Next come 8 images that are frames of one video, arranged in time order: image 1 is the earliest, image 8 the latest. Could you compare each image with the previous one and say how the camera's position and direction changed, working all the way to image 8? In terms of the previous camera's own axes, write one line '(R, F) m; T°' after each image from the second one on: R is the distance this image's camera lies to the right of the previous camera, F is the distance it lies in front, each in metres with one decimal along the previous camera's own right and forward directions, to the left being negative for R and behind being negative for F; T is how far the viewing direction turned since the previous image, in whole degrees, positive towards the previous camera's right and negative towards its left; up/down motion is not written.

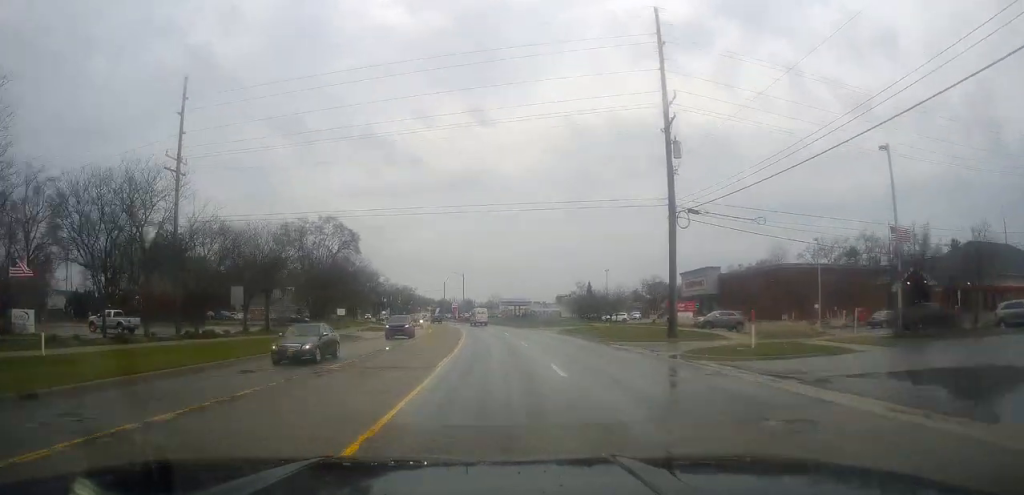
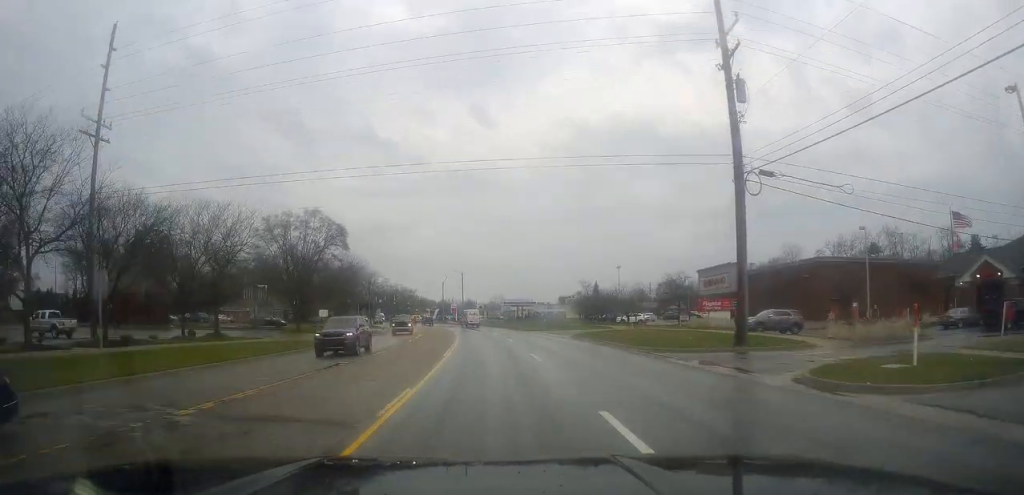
(0.0, +9.7) m; -1°
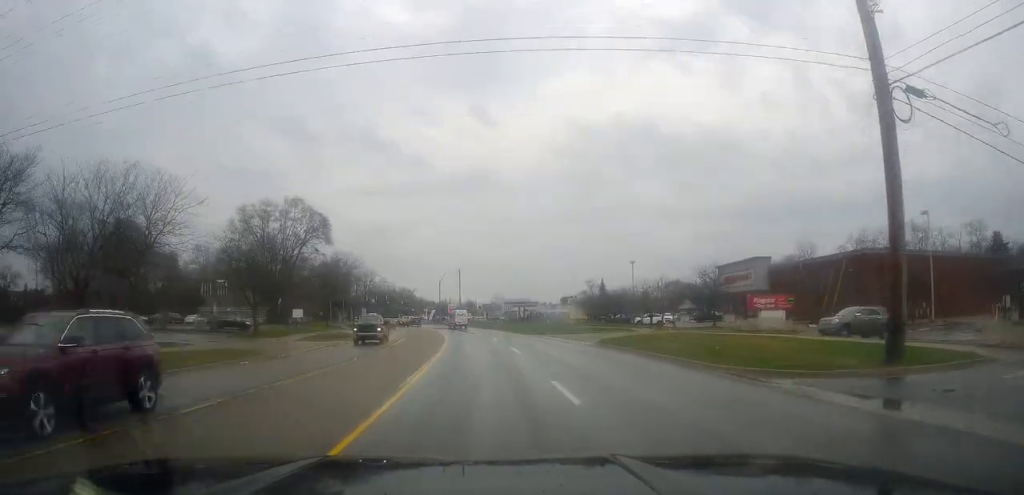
(-0.2, +10.3) m; -1°
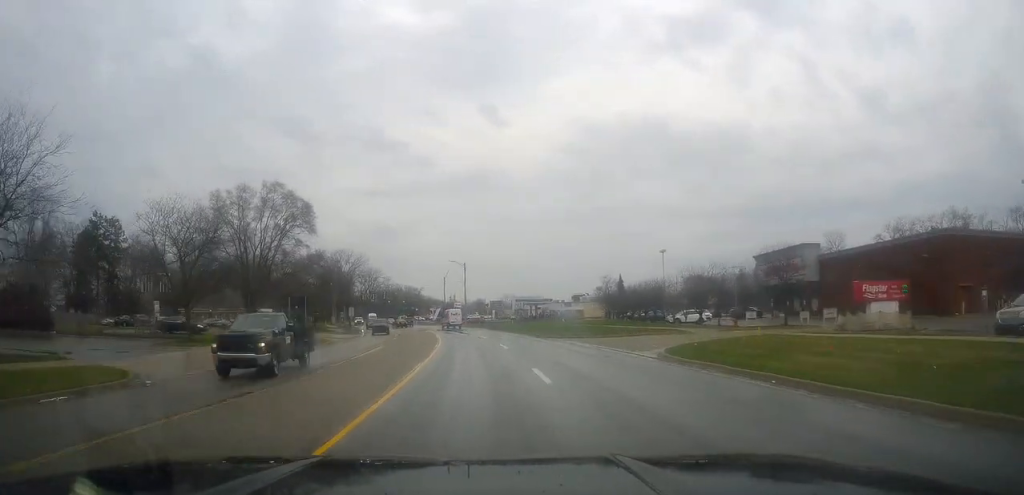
(-0.1, +12.1) m; -2°
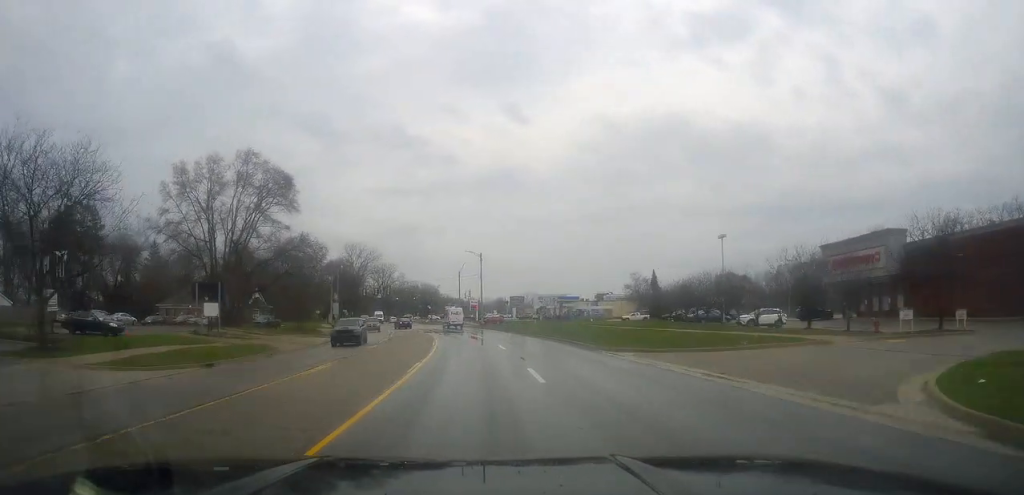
(-0.2, +14.6) m; -2°
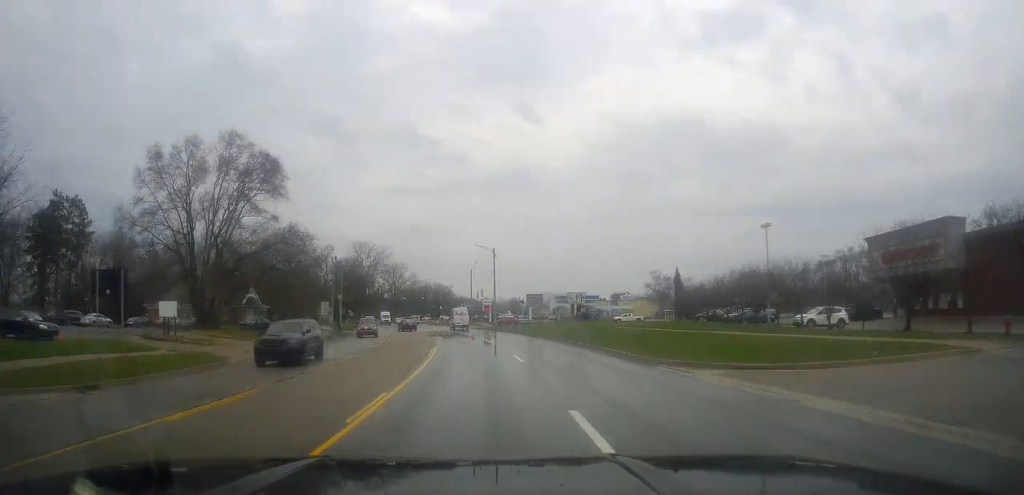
(-0.4, +8.0) m; -1°
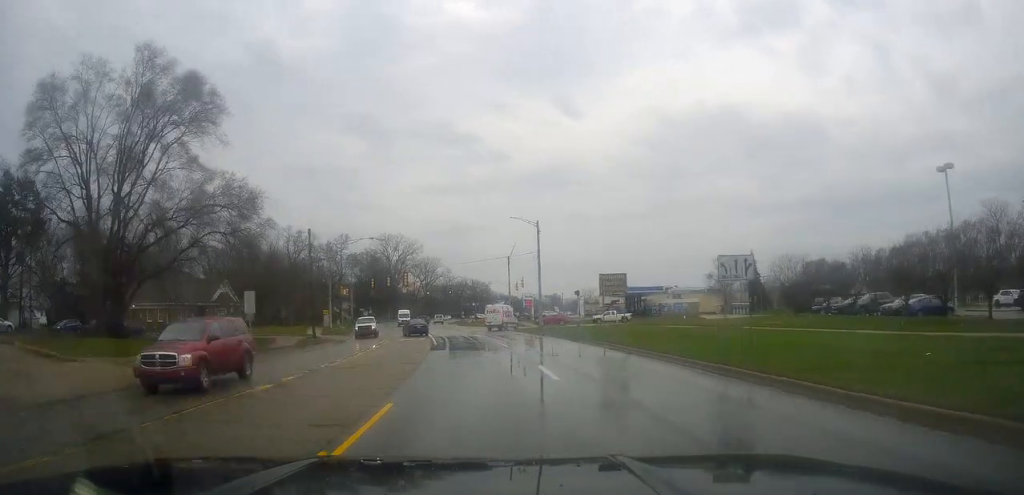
(+0.1, +22.0) m; -2°
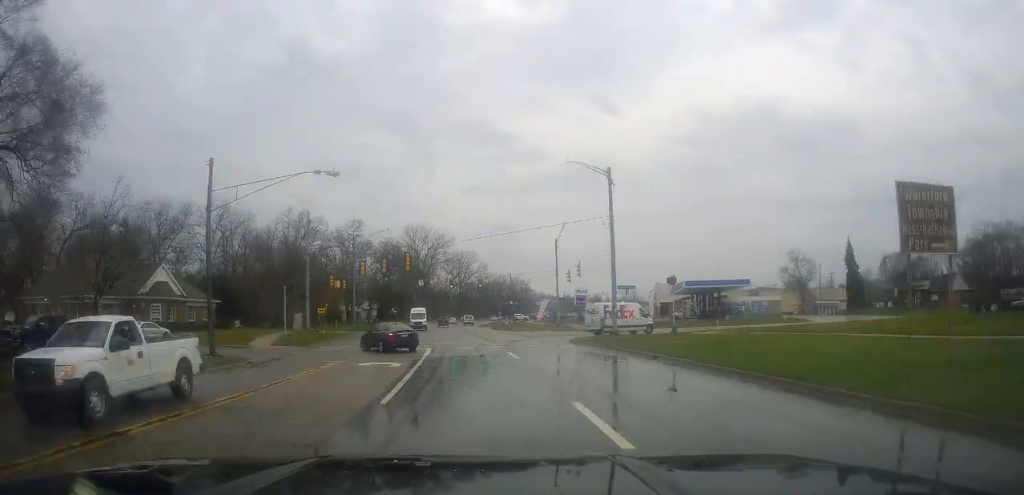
(-1.2, +22.6) m; -4°
